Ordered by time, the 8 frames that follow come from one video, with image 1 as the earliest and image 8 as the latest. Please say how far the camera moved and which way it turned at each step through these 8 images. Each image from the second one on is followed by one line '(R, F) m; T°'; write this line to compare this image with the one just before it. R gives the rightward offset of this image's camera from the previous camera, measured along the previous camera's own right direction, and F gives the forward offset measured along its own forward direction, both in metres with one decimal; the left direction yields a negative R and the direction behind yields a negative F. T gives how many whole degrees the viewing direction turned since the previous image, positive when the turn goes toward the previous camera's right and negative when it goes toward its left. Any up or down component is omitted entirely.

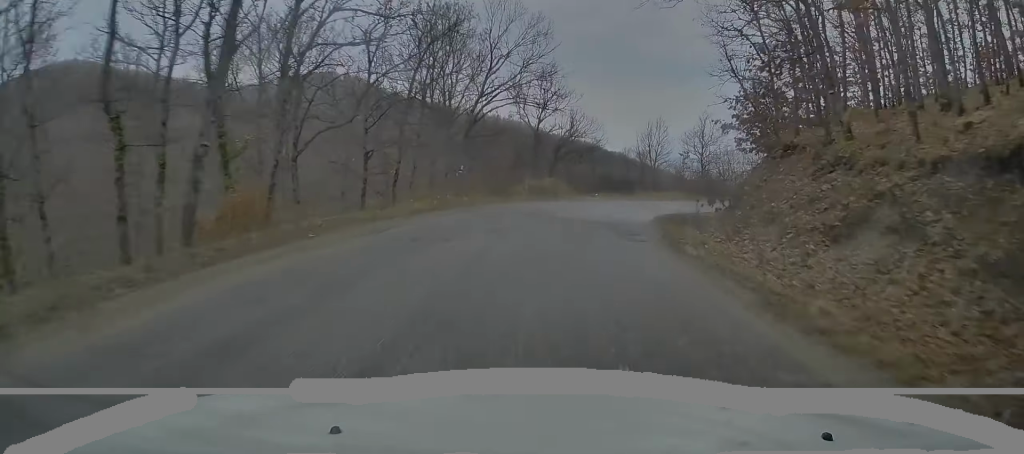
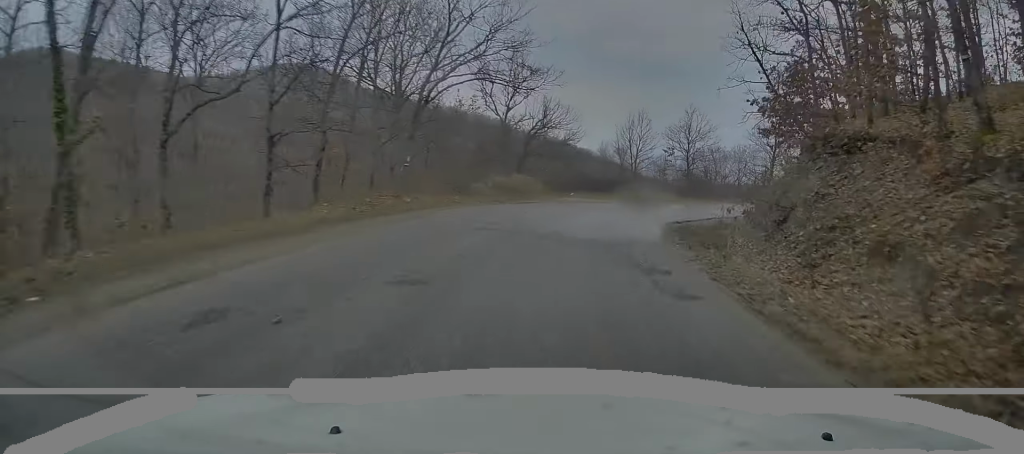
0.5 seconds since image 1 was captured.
(+0.2, +7.0) m; +3°
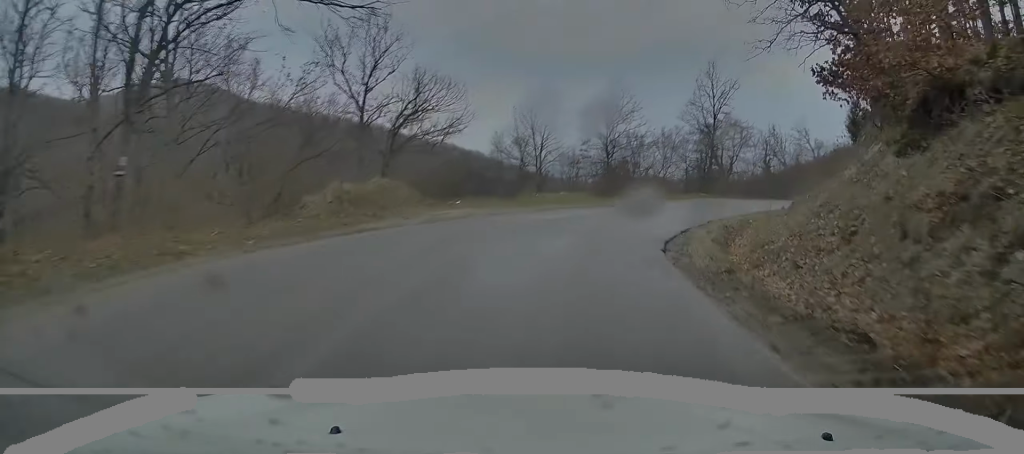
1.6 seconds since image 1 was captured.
(+1.0, +13.6) m; +9°
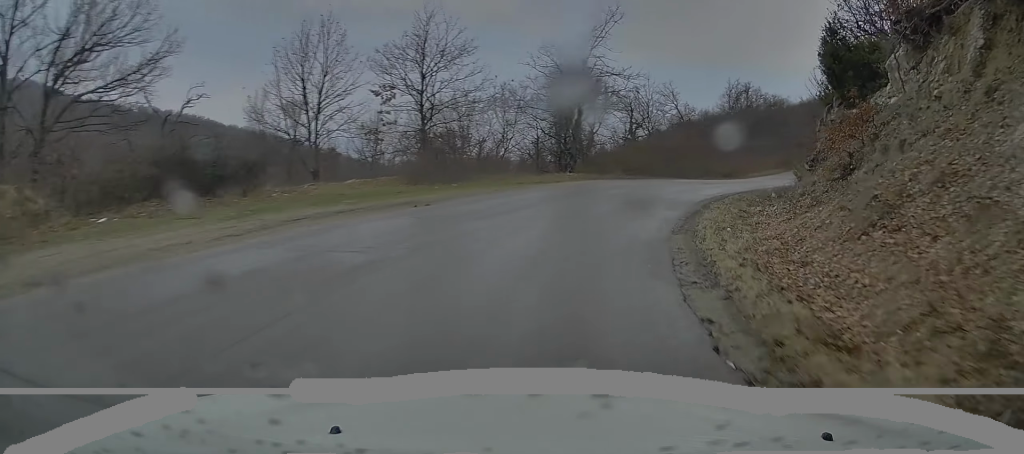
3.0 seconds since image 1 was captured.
(+2.1, +17.0) m; +16°
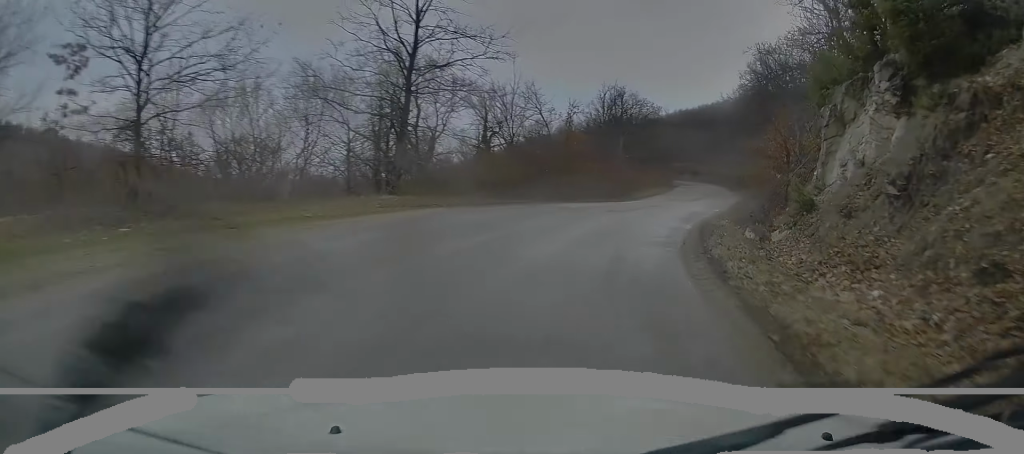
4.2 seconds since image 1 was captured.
(+1.4, +13.4) m; +13°
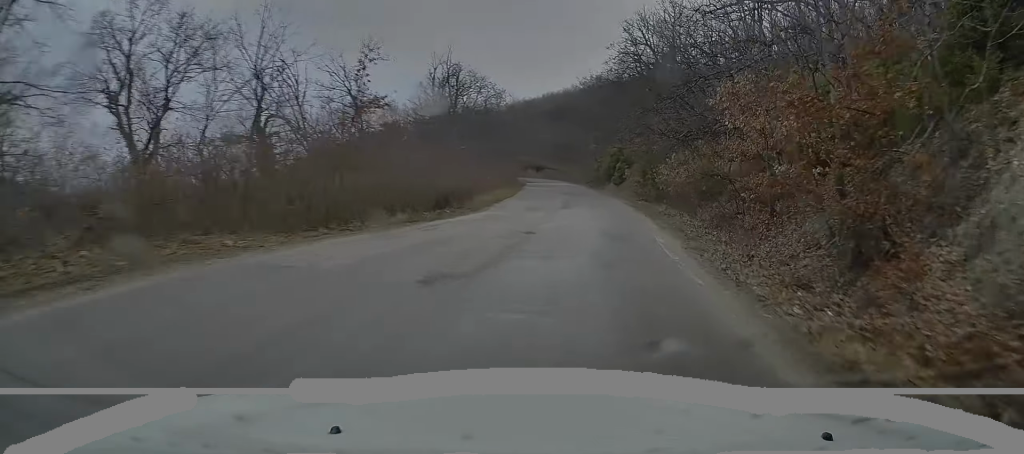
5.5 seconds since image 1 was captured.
(+2.0, +15.6) m; +10°
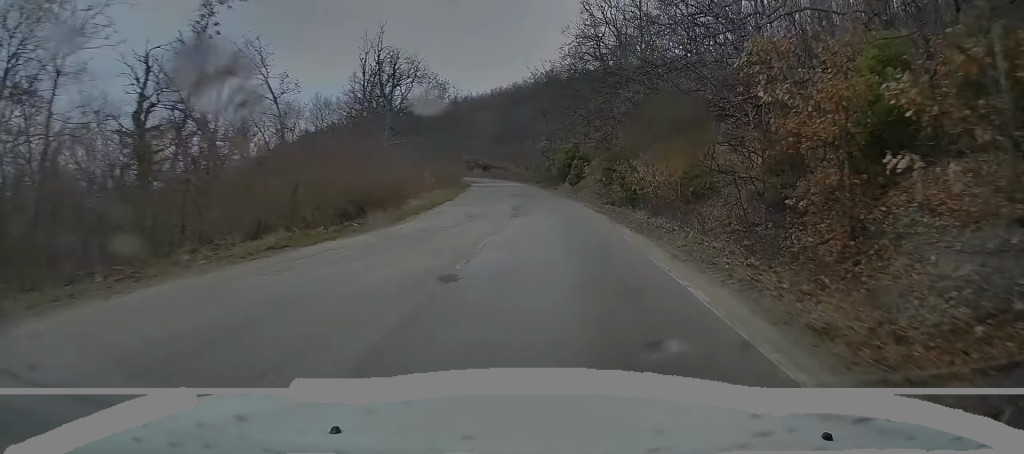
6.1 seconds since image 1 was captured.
(+0.2, +7.3) m; +3°
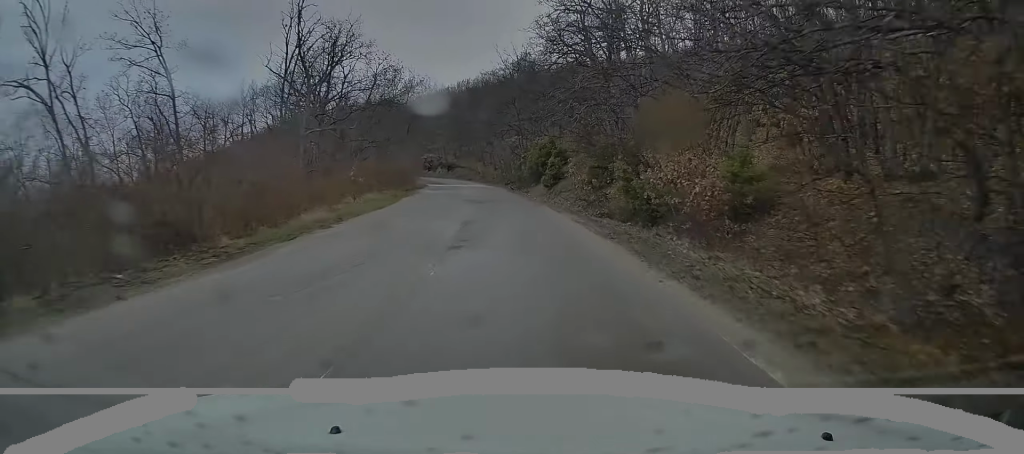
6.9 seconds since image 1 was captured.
(+0.4, +10.2) m; +1°
